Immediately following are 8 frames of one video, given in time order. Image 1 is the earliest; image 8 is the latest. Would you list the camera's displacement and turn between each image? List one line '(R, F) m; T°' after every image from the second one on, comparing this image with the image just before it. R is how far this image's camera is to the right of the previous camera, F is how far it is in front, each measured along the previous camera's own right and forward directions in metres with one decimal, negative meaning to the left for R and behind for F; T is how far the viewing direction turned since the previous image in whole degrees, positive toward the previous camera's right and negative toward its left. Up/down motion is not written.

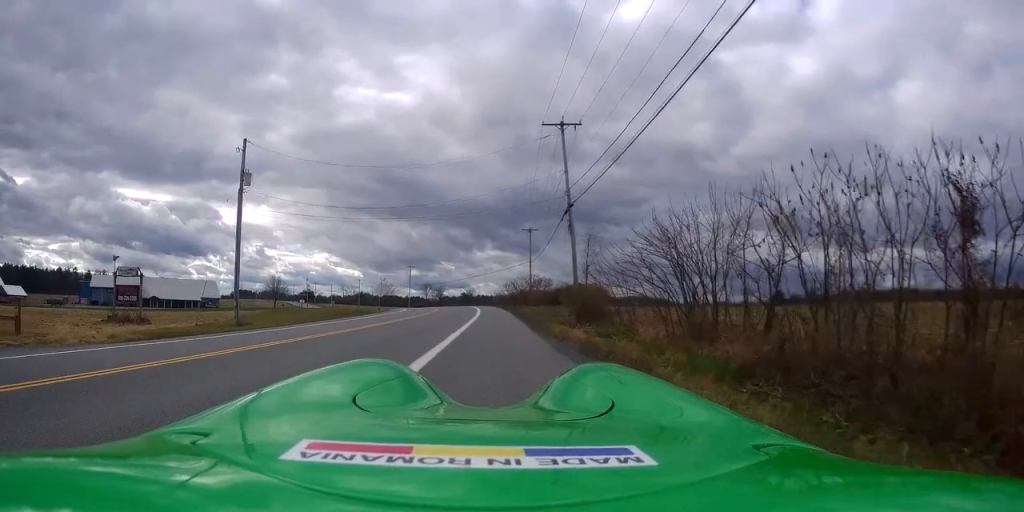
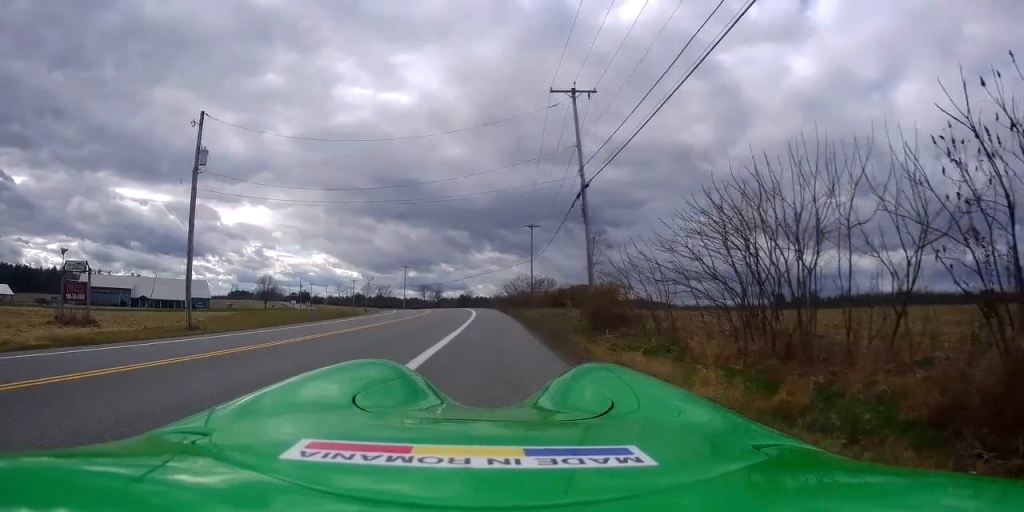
(+0.4, +6.0) m; +1°
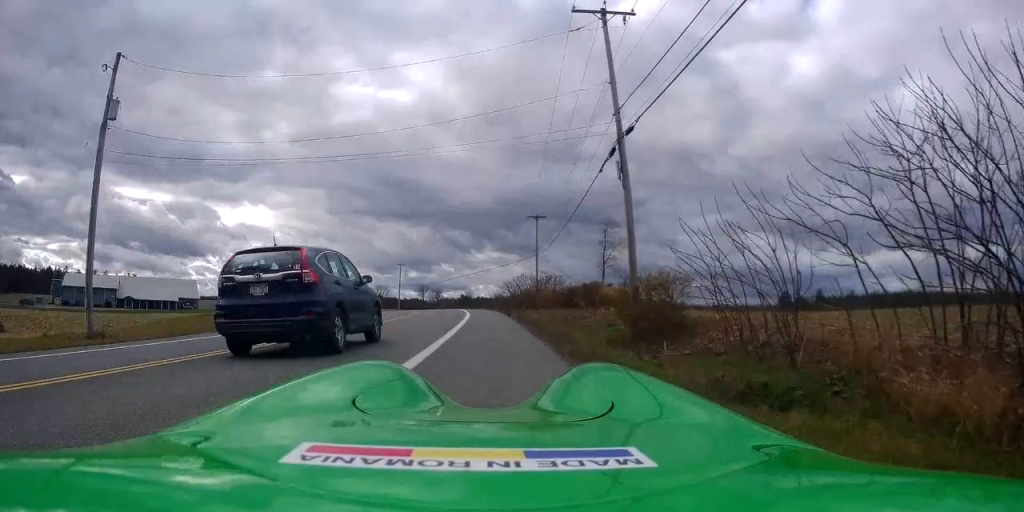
(-0.5, +8.5) m; -3°
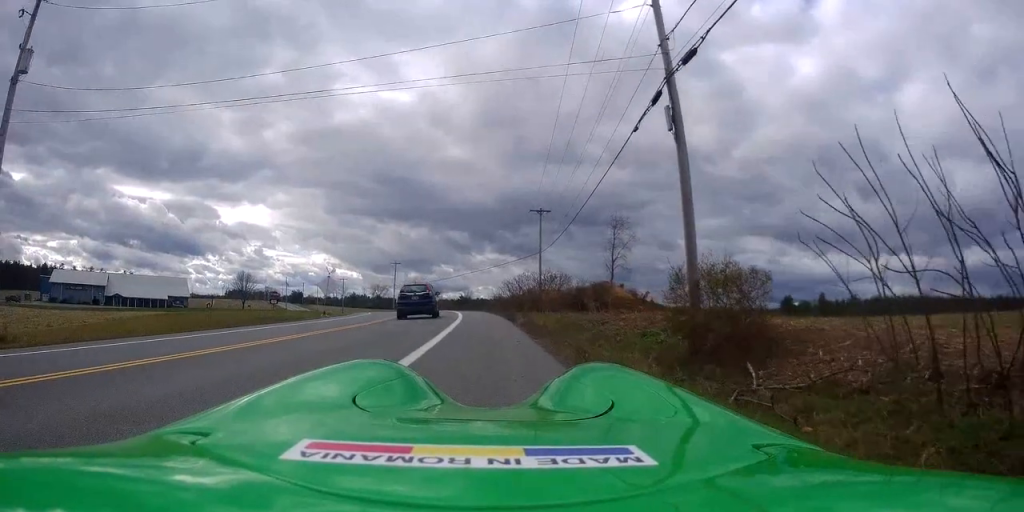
(+0.1, +6.0) m; -3°
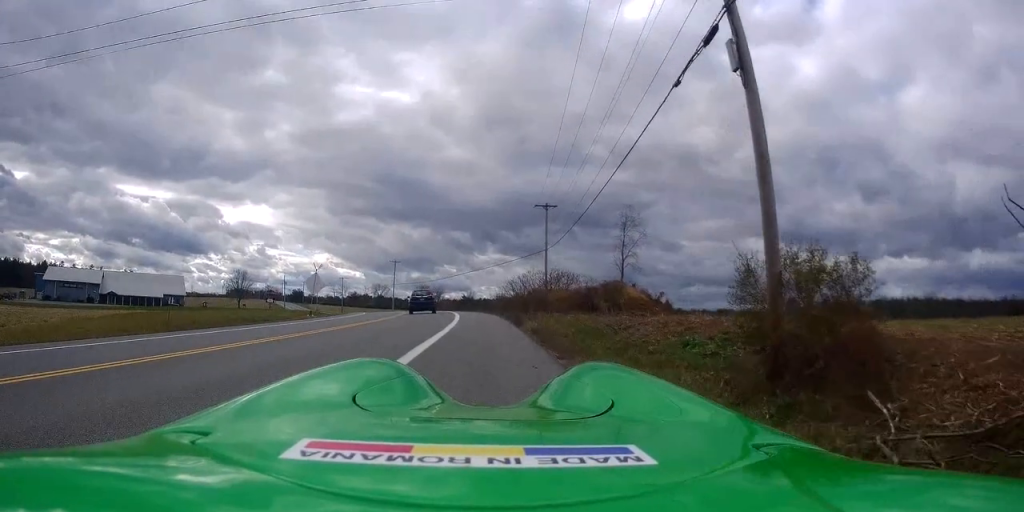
(-0.2, +4.3) m; 0°
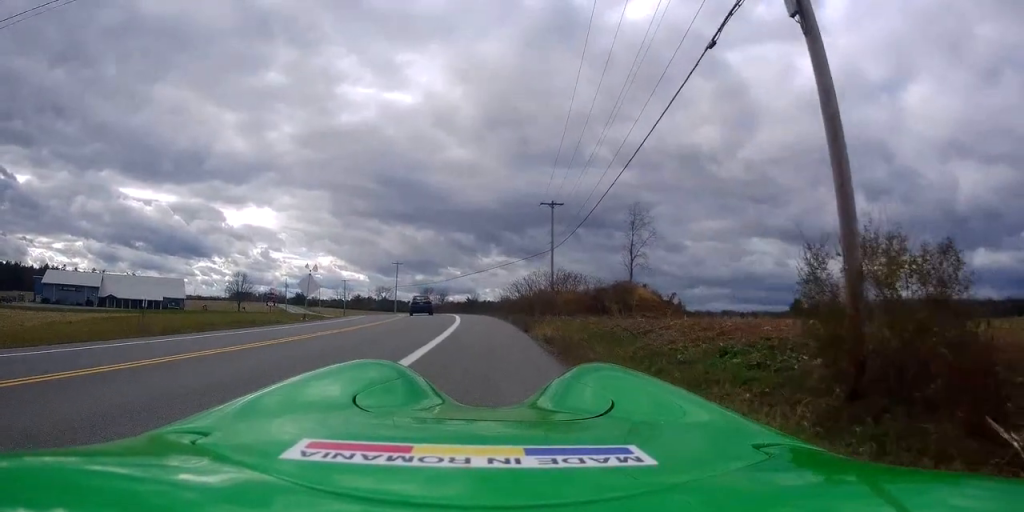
(-0.2, +2.4) m; +3°
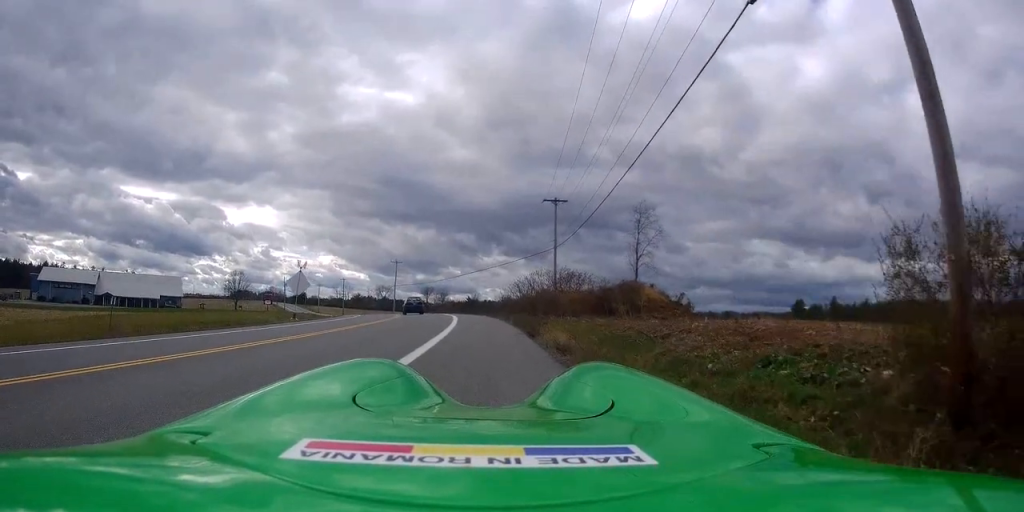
(+0.2, +2.2) m; +1°
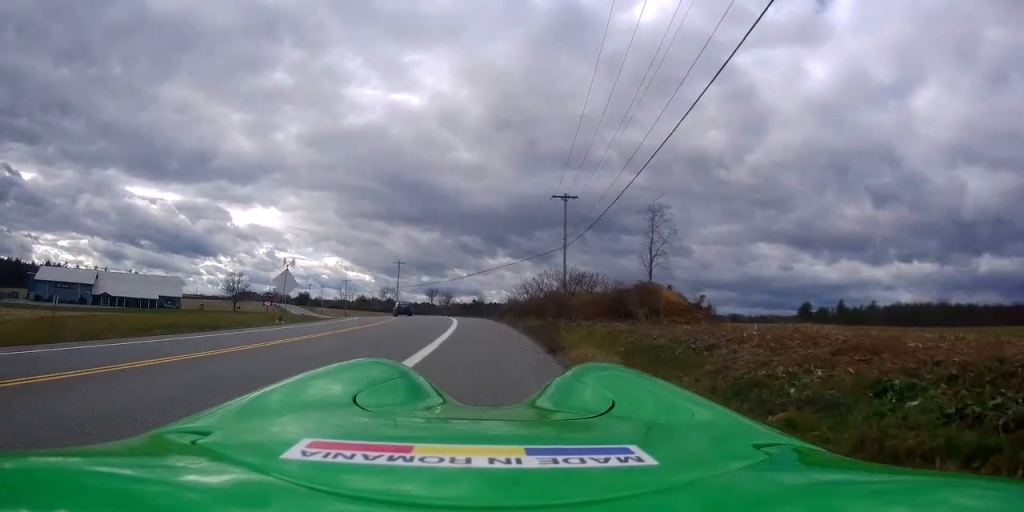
(+0.3, +3.7) m; -1°
